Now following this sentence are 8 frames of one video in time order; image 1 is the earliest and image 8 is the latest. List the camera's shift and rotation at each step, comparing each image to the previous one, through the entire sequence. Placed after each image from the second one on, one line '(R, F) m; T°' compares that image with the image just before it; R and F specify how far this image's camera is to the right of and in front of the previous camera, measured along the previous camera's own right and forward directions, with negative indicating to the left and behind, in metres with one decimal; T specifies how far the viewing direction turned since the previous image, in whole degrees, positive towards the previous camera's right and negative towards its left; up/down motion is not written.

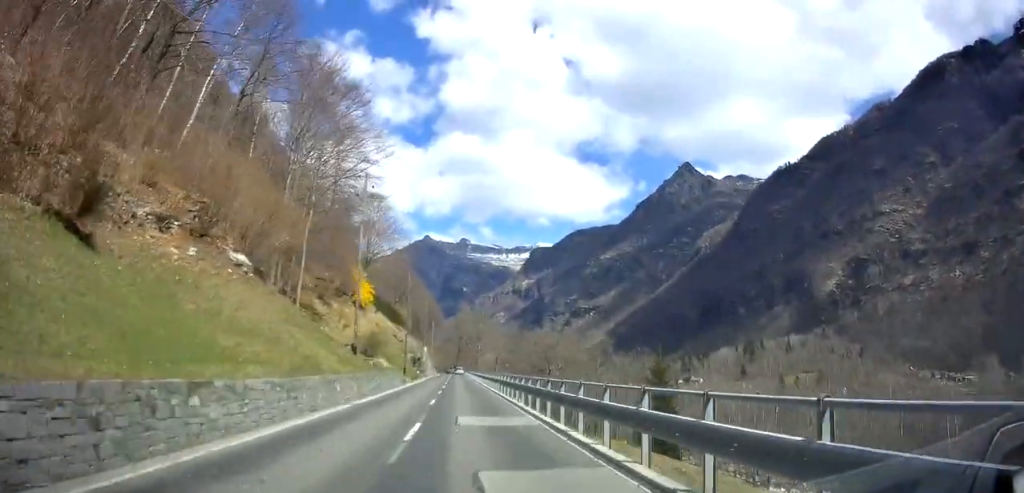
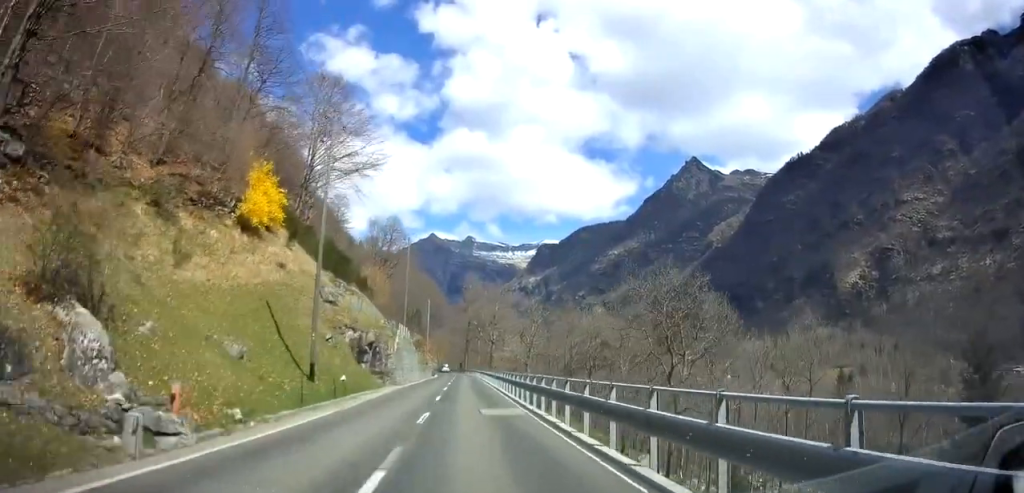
(+0.5, +41.9) m; +2°
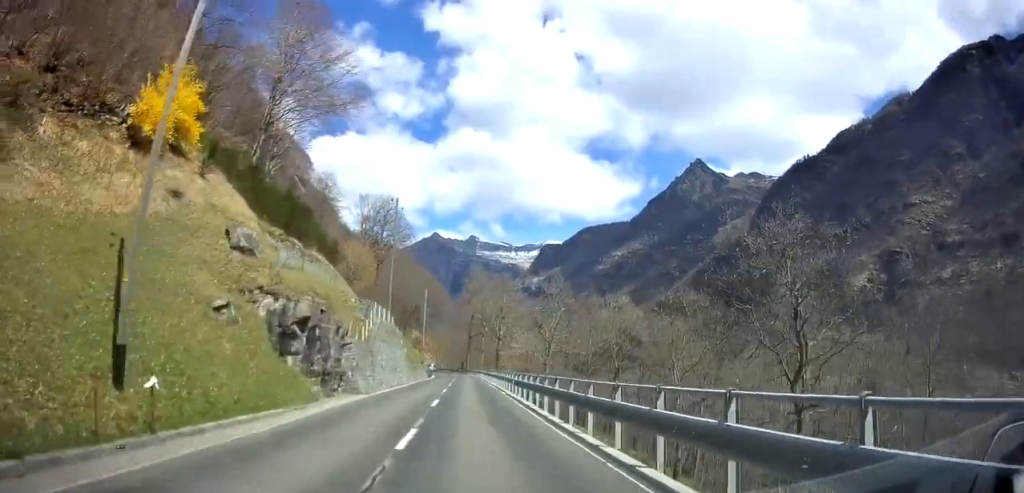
(0.0, +13.4) m; -1°
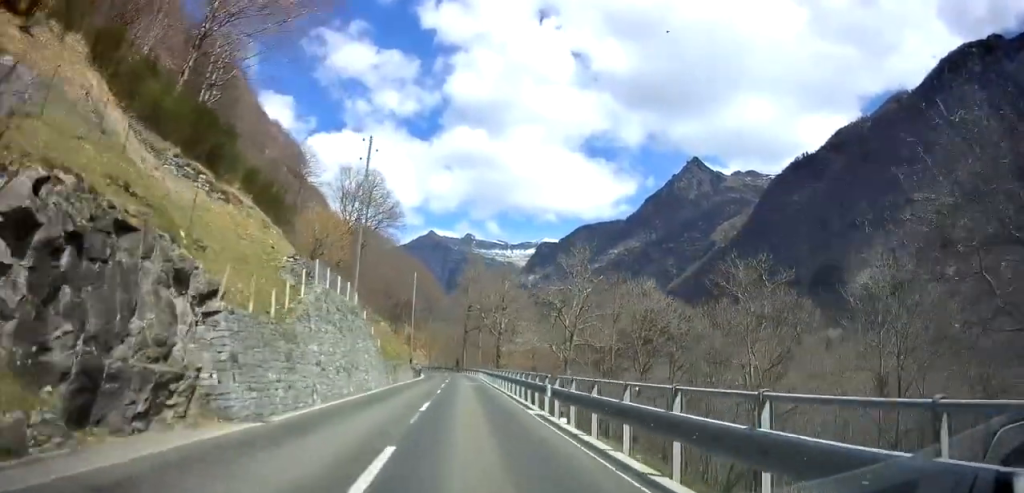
(-0.3, +12.2) m; -1°
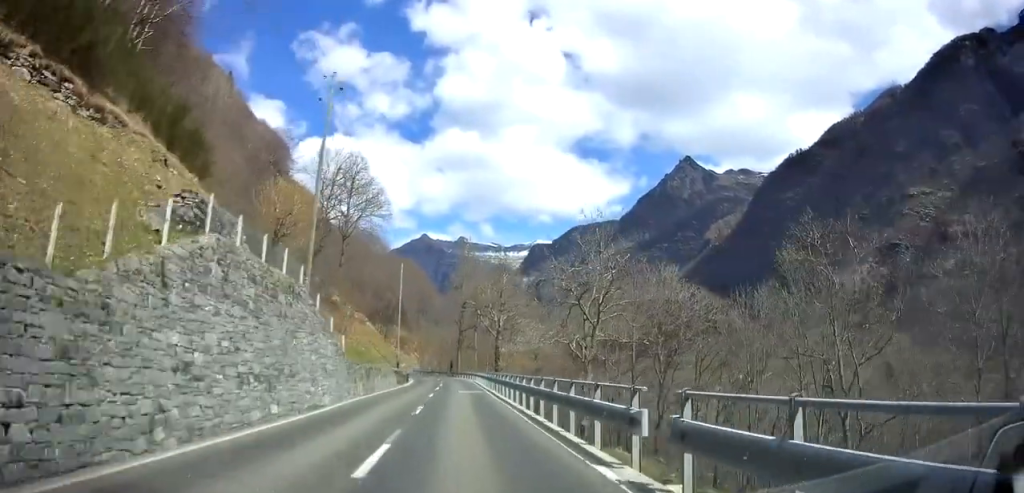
(+0.1, +8.2) m; 0°
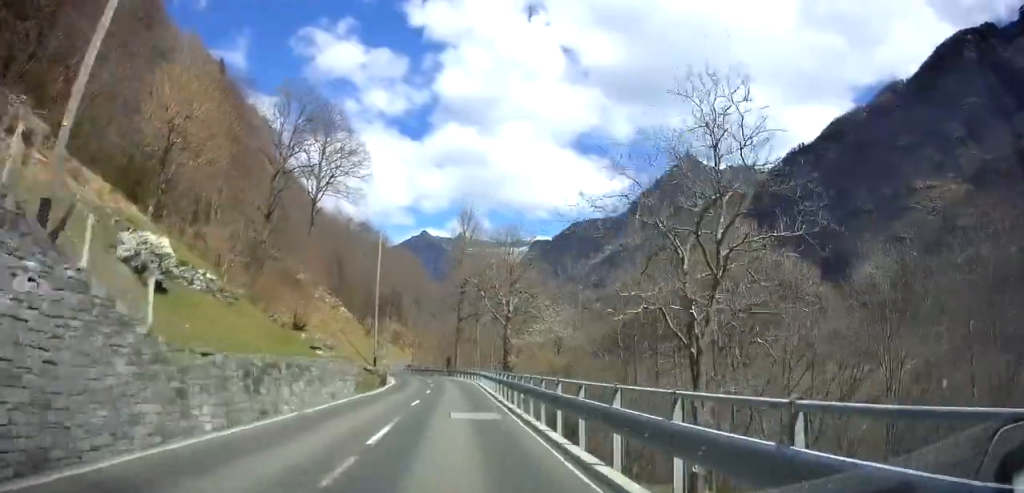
(-0.1, +15.9) m; 0°
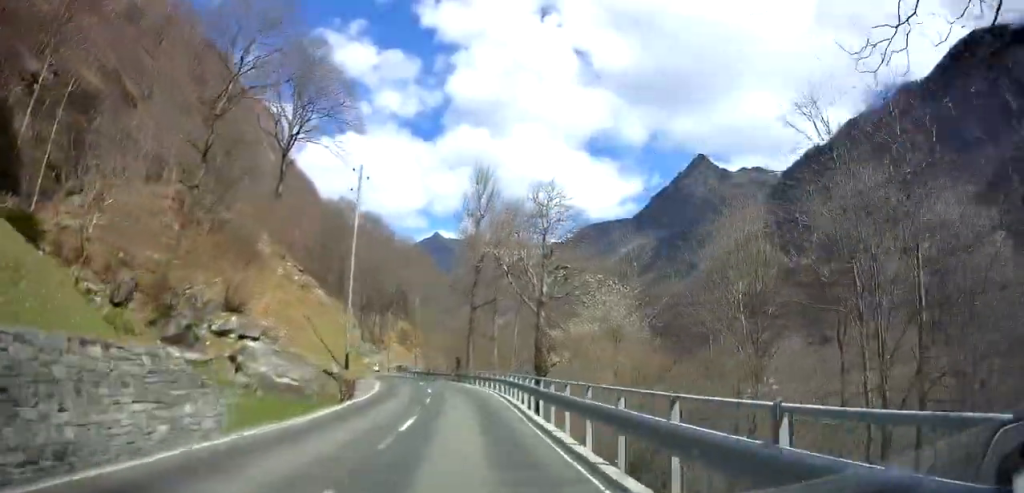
(0.0, +15.3) m; -1°
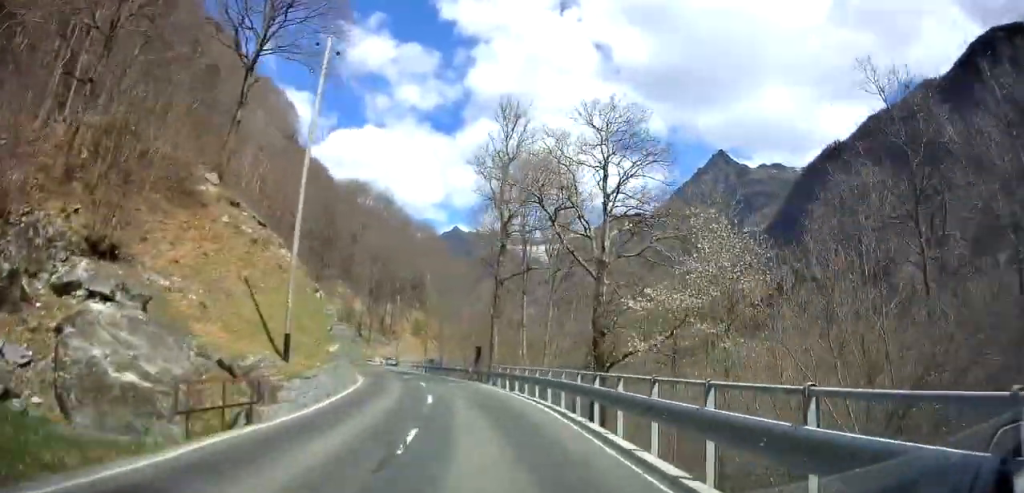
(-0.1, +13.1) m; -2°
